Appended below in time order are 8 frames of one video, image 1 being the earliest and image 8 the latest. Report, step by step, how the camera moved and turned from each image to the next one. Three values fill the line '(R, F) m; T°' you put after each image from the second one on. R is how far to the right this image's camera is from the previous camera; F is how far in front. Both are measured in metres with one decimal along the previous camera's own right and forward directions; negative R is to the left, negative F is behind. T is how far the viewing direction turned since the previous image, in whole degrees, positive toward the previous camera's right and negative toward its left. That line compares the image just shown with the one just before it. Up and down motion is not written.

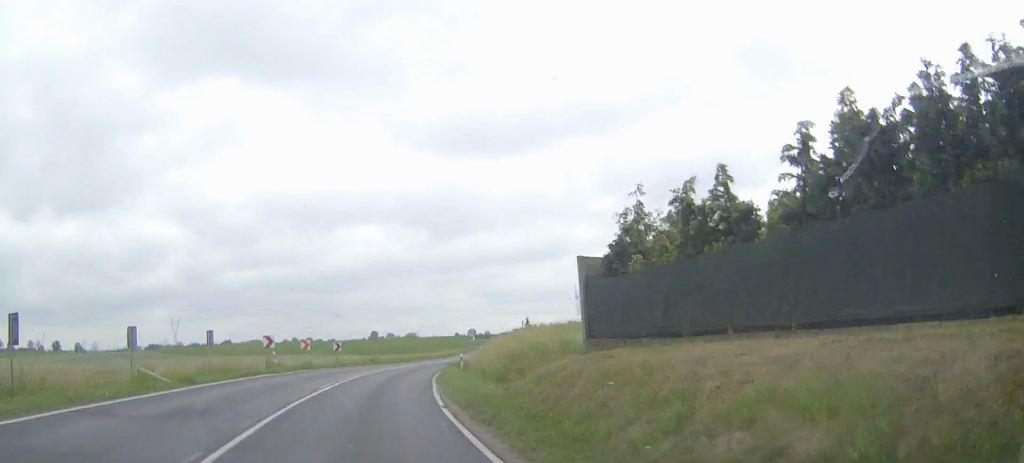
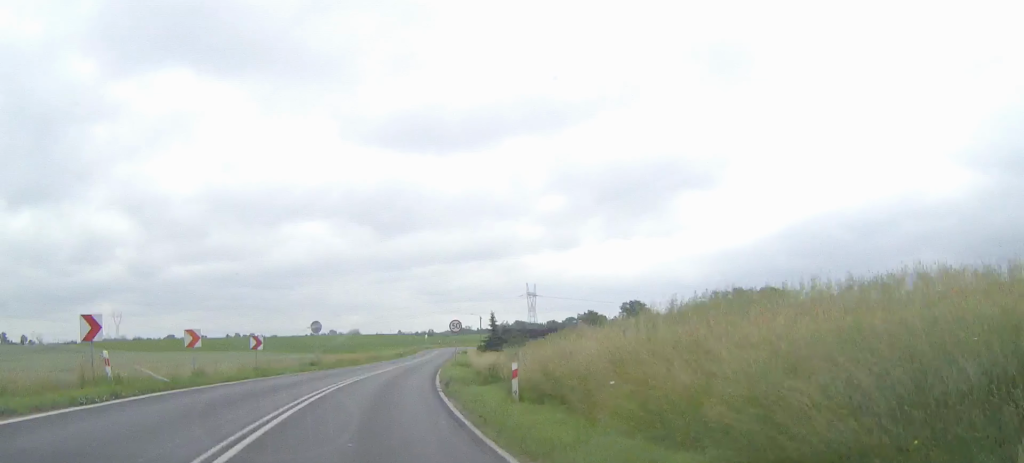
(+0.5, +20.9) m; +4°
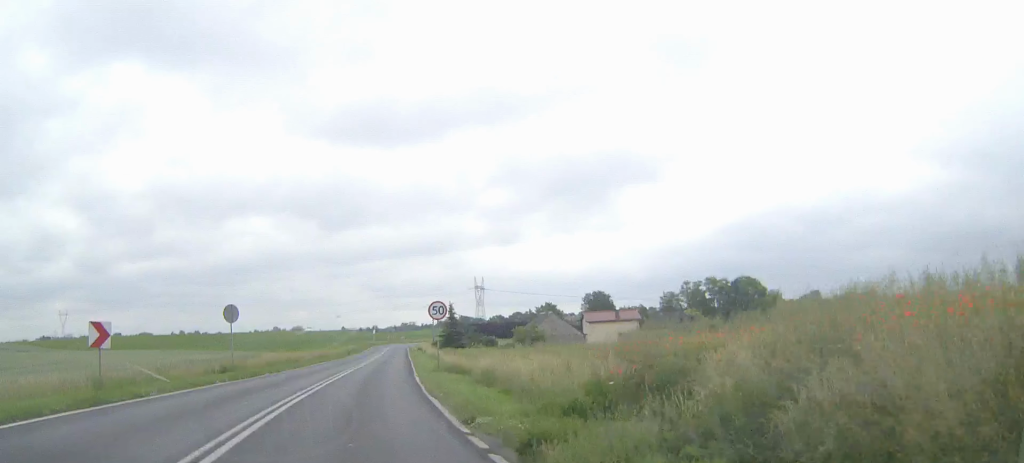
(+0.5, +15.8) m; +4°
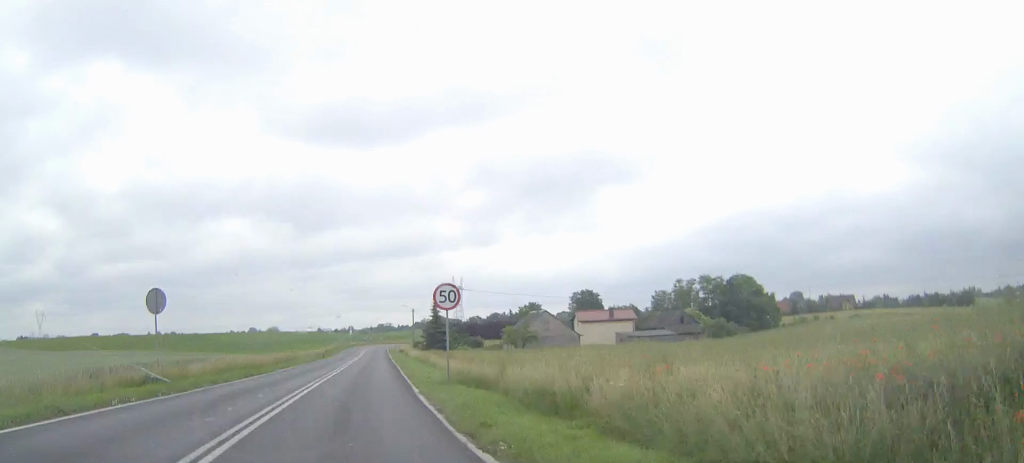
(+0.3, +9.5) m; +2°
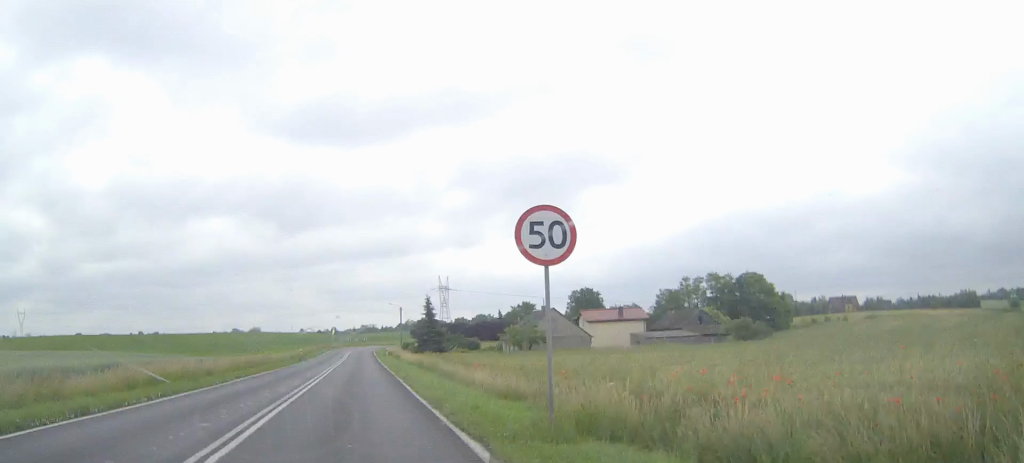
(+0.3, +12.1) m; +2°
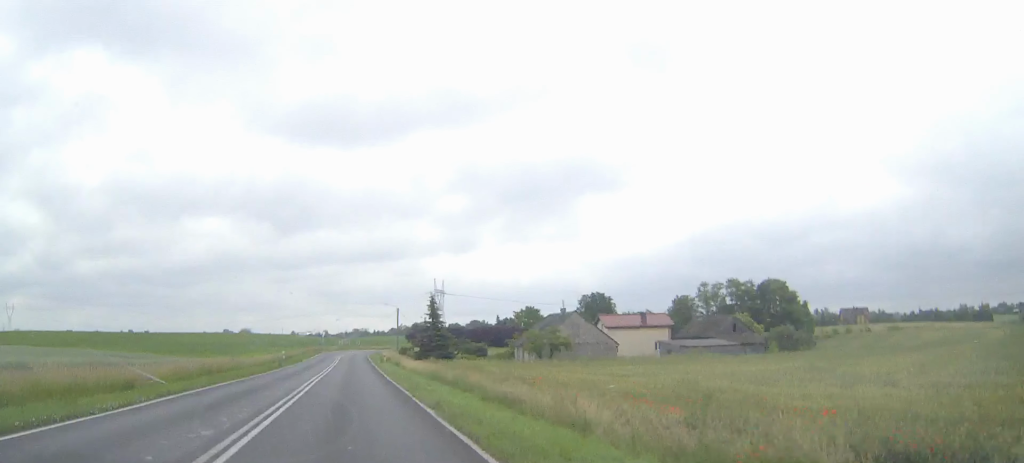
(+0.2, +12.1) m; +2°
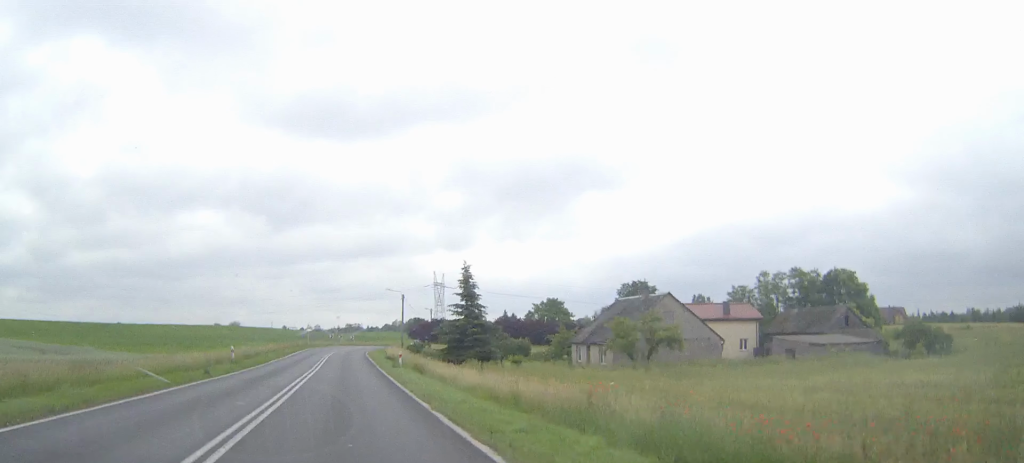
(+0.2, +25.6) m; +1°
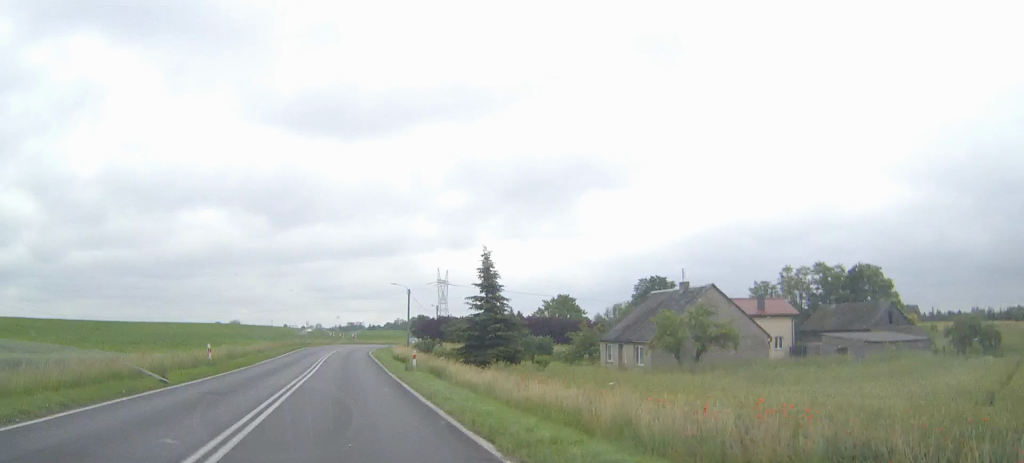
(0.0, +7.1) m; 0°
